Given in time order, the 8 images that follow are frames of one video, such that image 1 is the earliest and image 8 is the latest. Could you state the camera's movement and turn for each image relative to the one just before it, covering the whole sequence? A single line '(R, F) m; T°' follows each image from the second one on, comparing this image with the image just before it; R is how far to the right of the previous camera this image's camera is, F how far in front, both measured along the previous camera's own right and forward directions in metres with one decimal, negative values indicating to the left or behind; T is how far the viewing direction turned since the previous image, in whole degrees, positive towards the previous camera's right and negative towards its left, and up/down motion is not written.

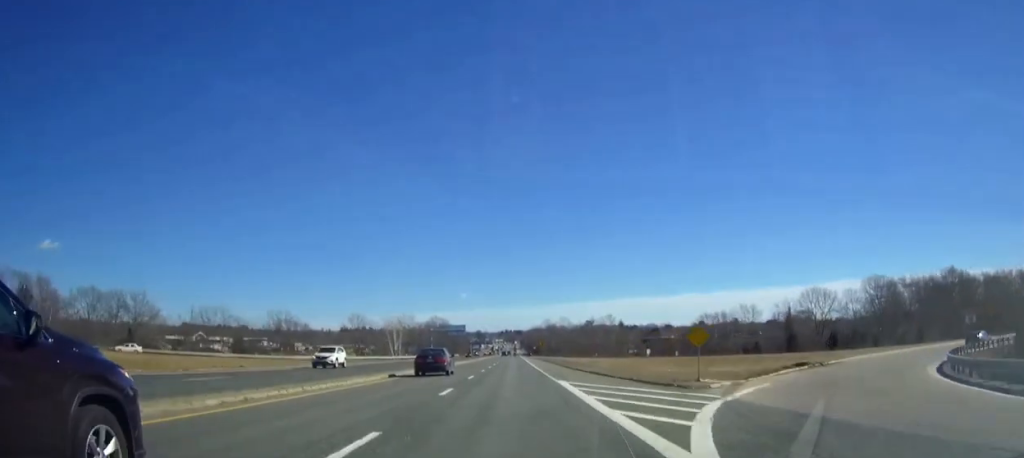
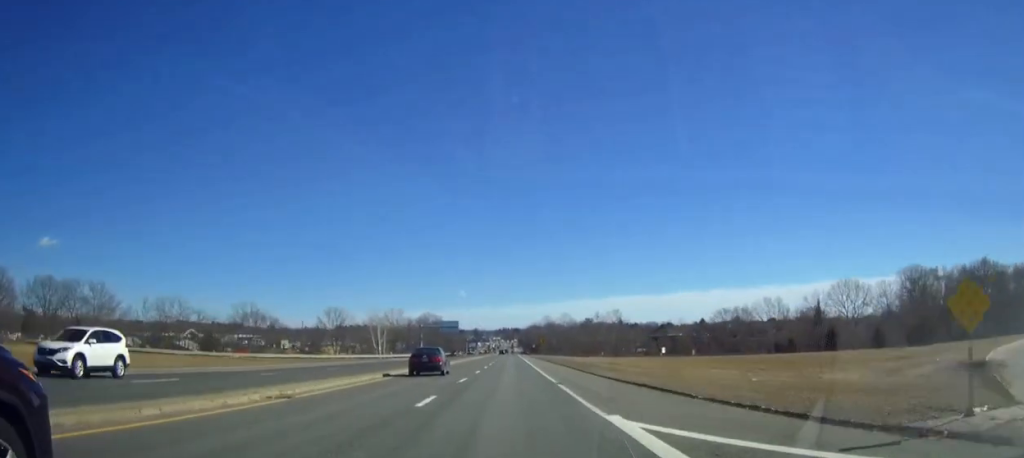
(0.0, +15.4) m; 0°
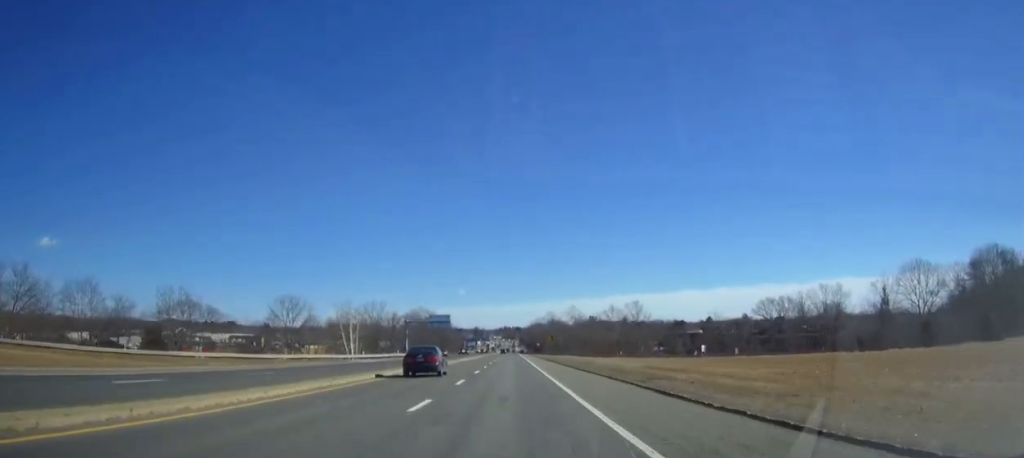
(0.0, +26.1) m; 0°
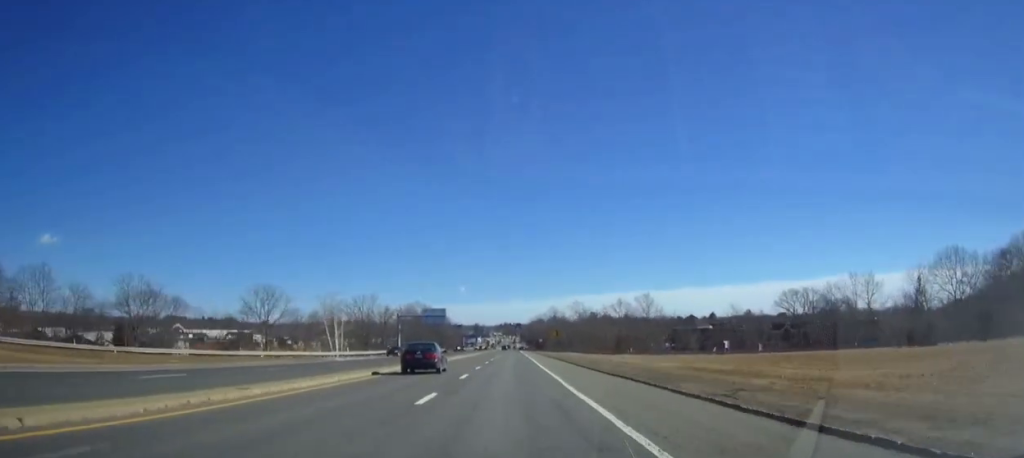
(0.0, +10.7) m; 0°
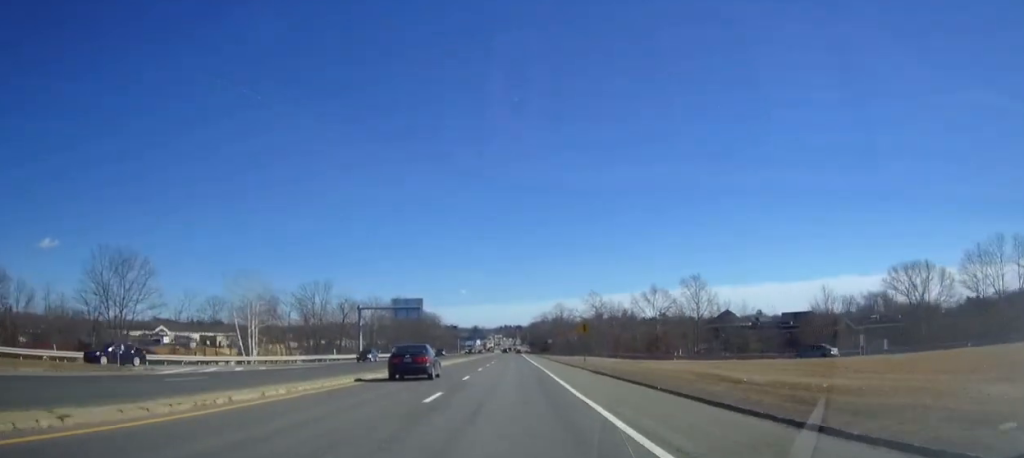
(-0.1, +36.0) m; 0°
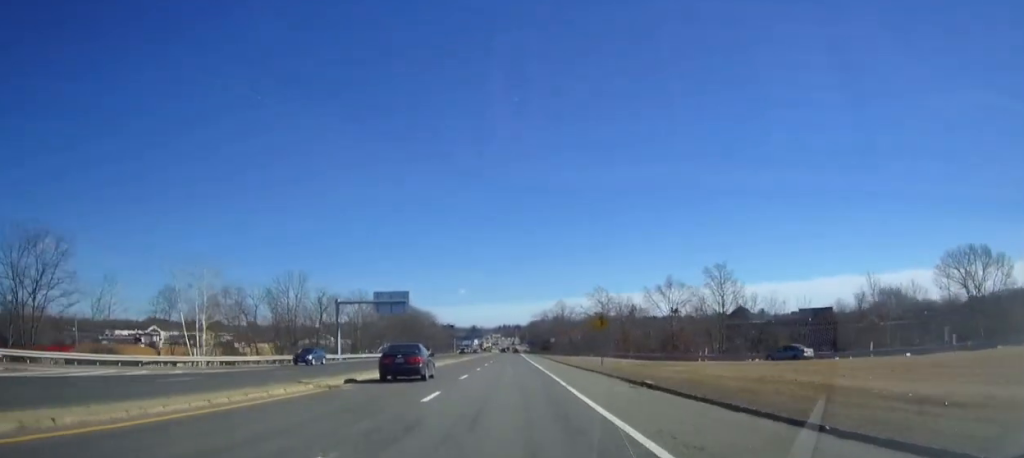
(0.0, +11.7) m; 0°
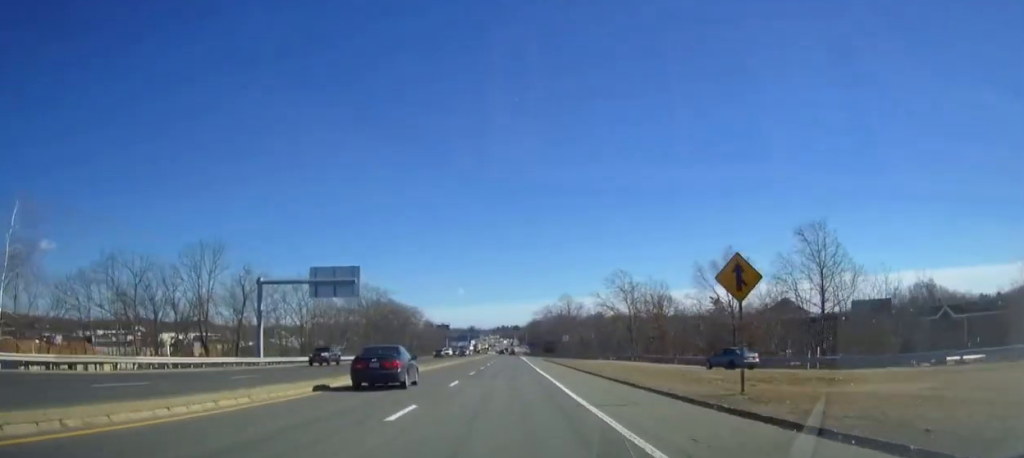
(+0.1, +28.3) m; 0°
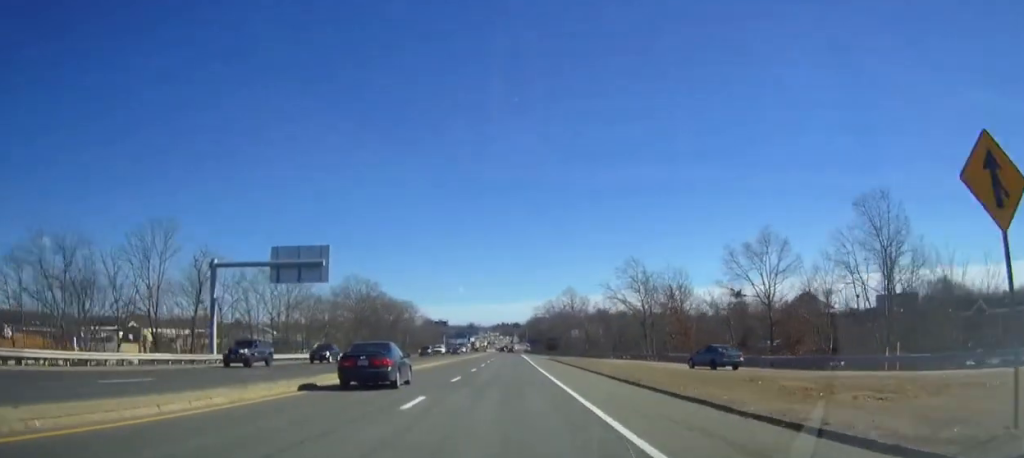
(0.0, +10.8) m; 0°
